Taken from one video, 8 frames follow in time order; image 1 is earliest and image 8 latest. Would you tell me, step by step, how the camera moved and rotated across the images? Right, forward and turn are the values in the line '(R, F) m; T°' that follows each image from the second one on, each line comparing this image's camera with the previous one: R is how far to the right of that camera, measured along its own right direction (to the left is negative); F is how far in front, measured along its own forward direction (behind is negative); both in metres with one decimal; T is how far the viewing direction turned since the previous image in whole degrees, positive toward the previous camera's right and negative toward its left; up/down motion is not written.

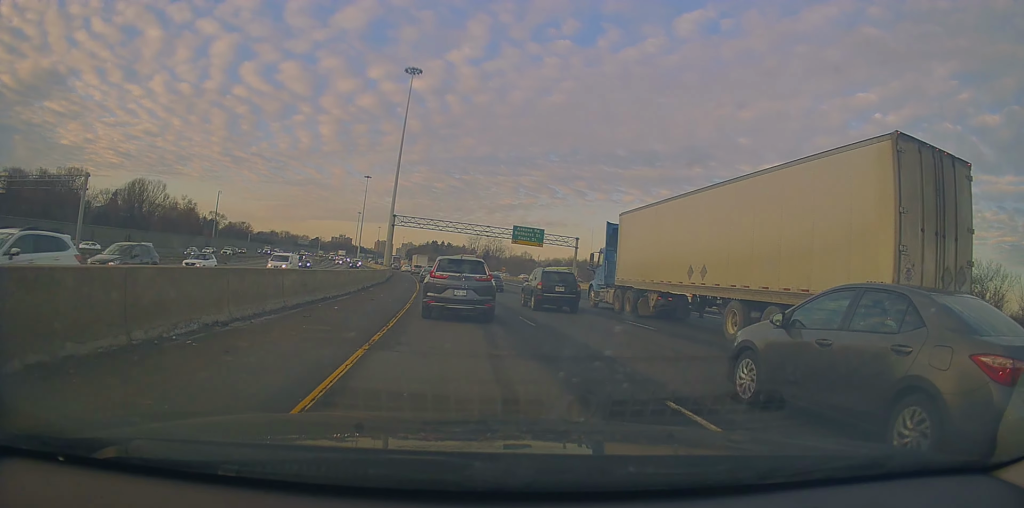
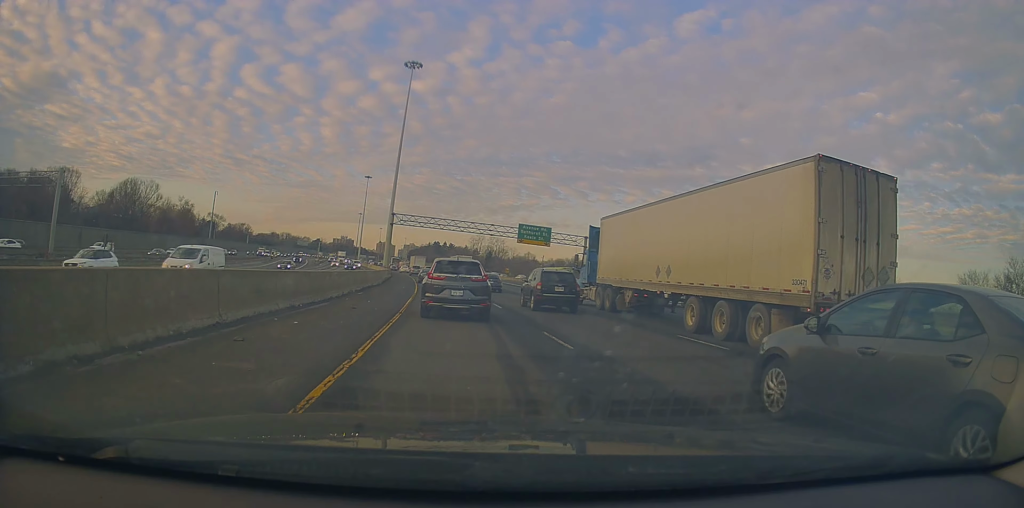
(+0.3, +4.4) m; 0°
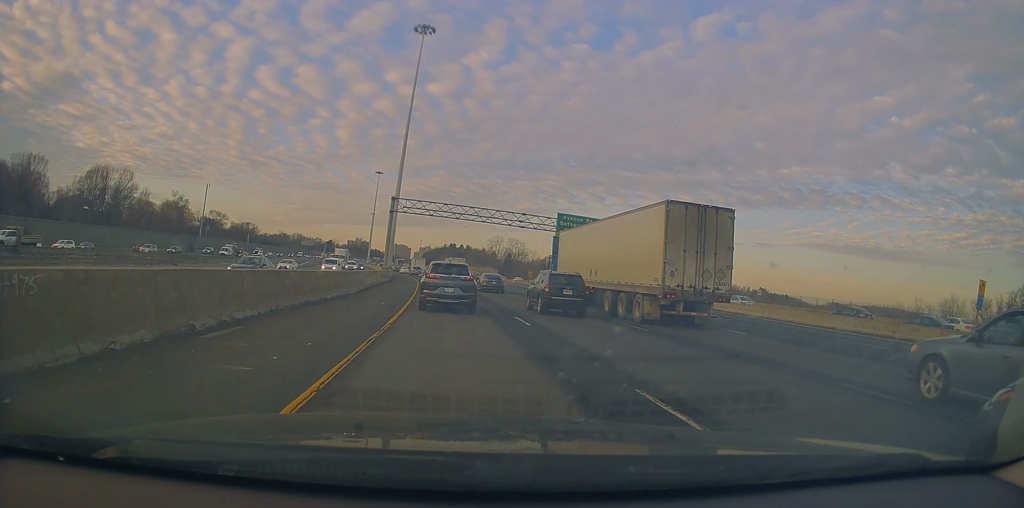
(-0.3, +17.8) m; -1°
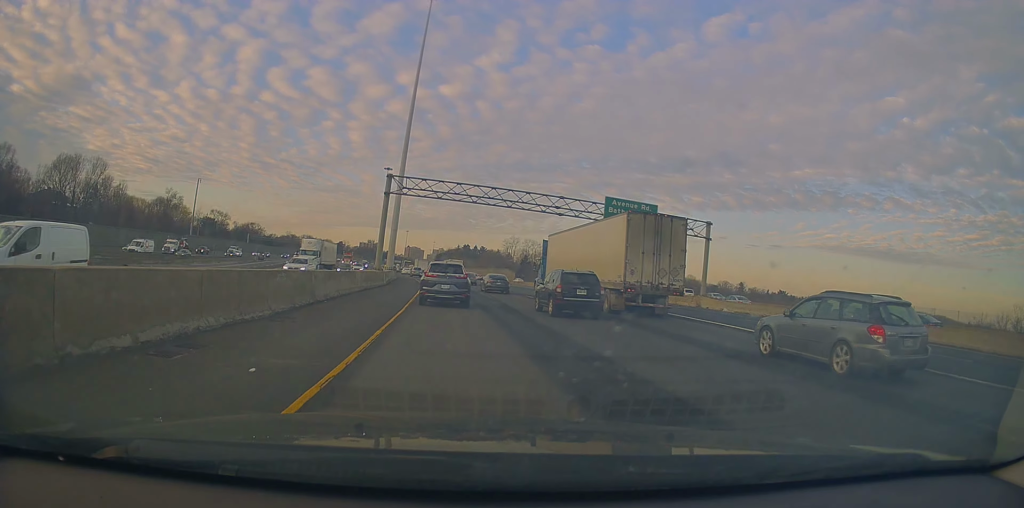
(+0.1, +14.2) m; -3°
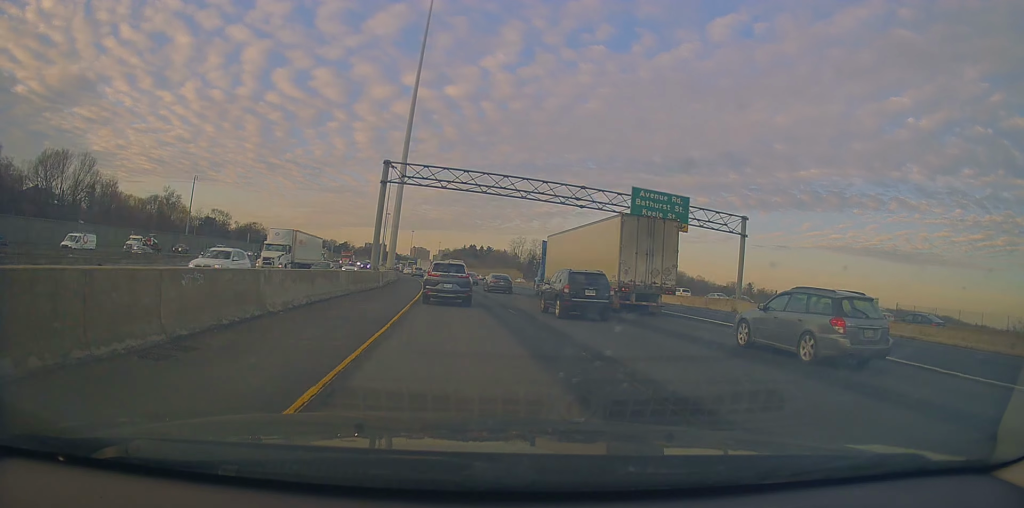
(-0.1, +5.4) m; -2°
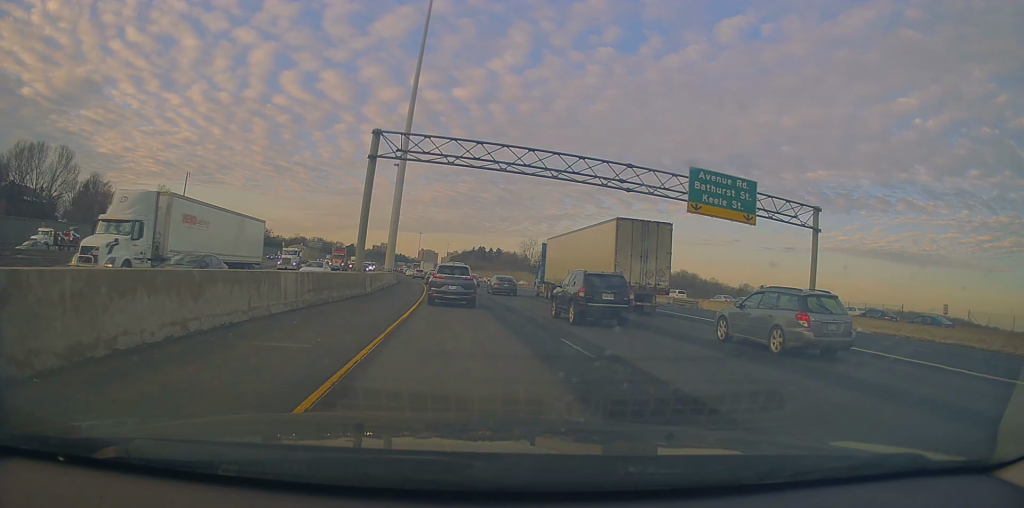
(-0.2, +8.8) m; +1°
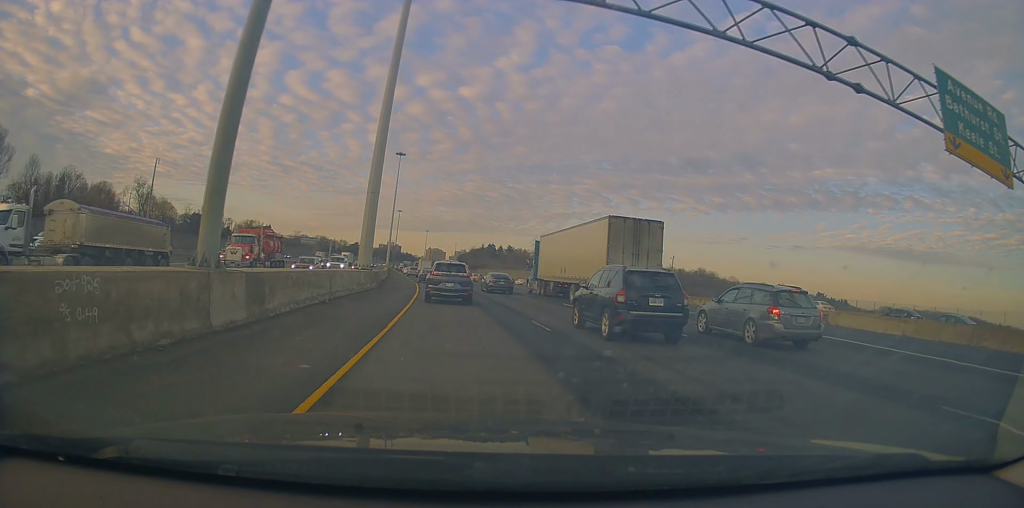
(+0.8, +18.3) m; 0°
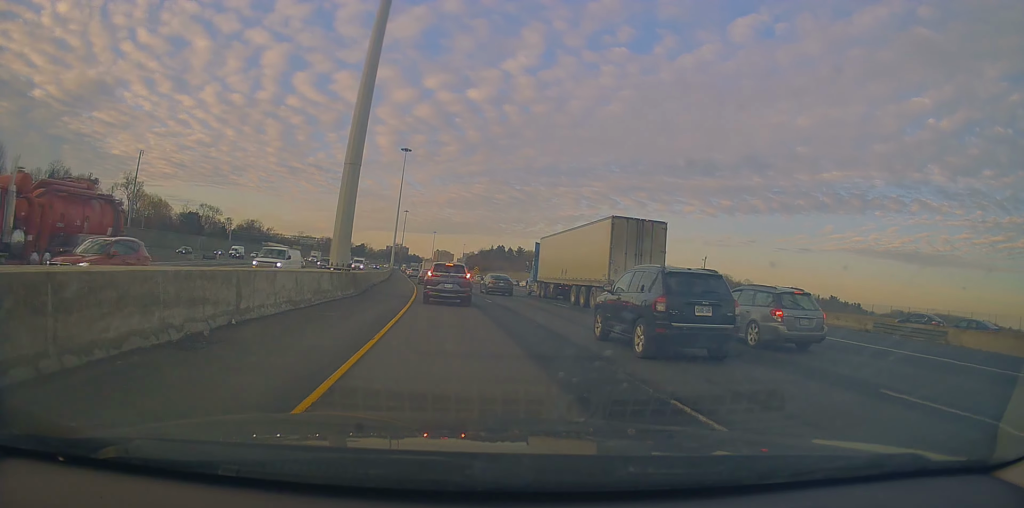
(-0.5, +10.1) m; -2°
